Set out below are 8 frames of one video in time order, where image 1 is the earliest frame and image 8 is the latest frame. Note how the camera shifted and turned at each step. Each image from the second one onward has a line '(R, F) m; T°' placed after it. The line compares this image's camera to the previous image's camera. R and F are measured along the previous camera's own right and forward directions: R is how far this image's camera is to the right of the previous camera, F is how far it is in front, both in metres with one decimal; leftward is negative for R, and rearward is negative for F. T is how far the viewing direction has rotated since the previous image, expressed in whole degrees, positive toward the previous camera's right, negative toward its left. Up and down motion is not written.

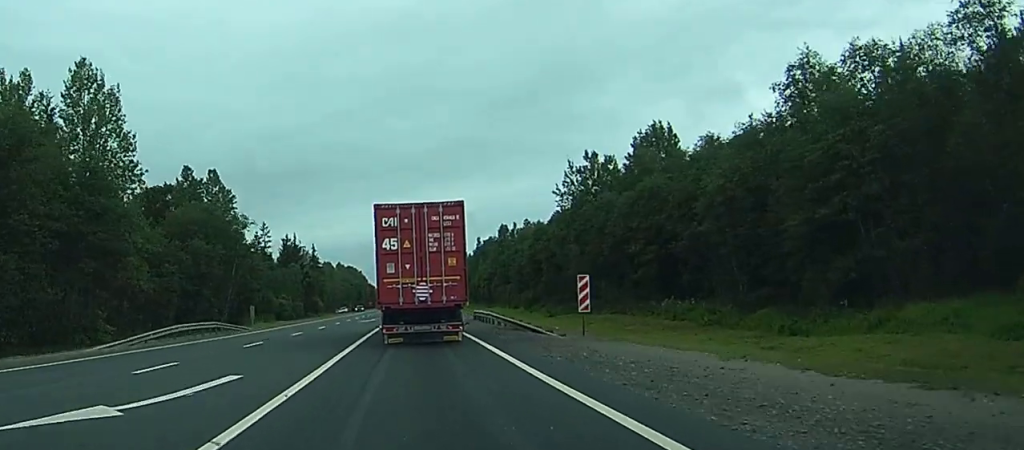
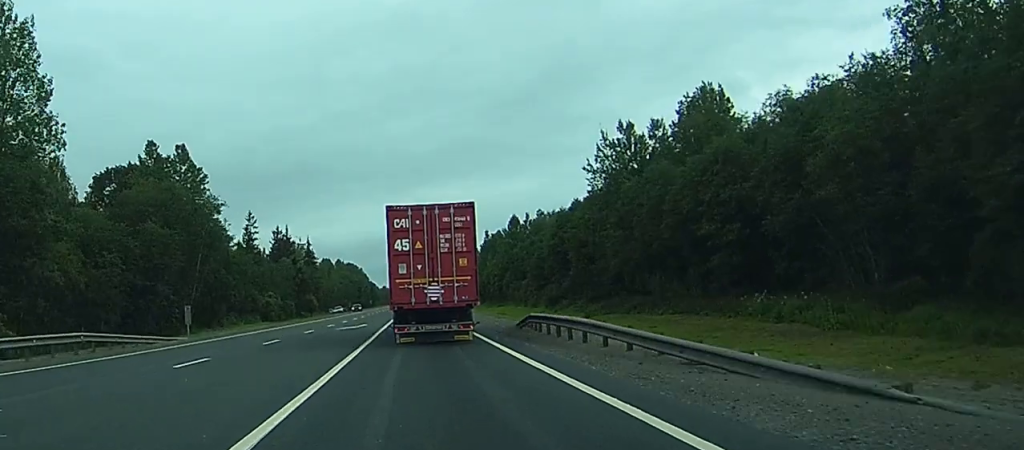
(-0.1, +21.3) m; 0°
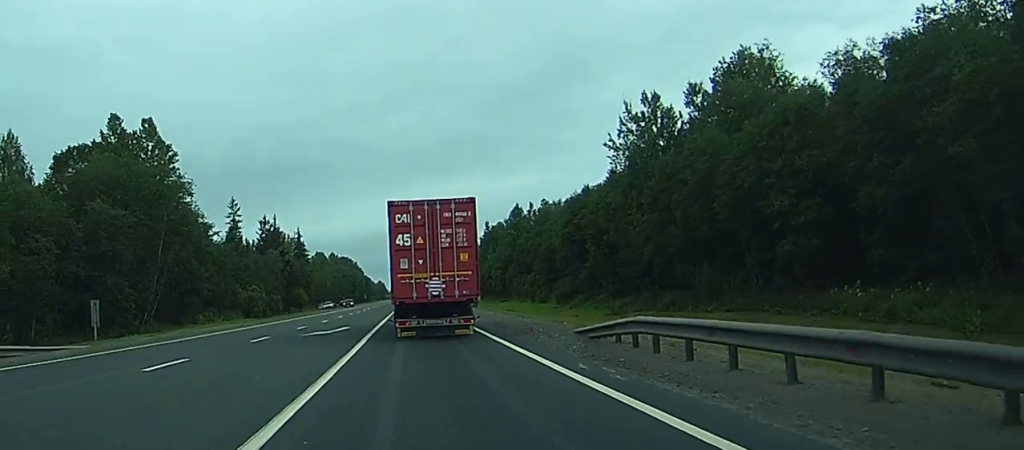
(0.0, +14.0) m; 0°
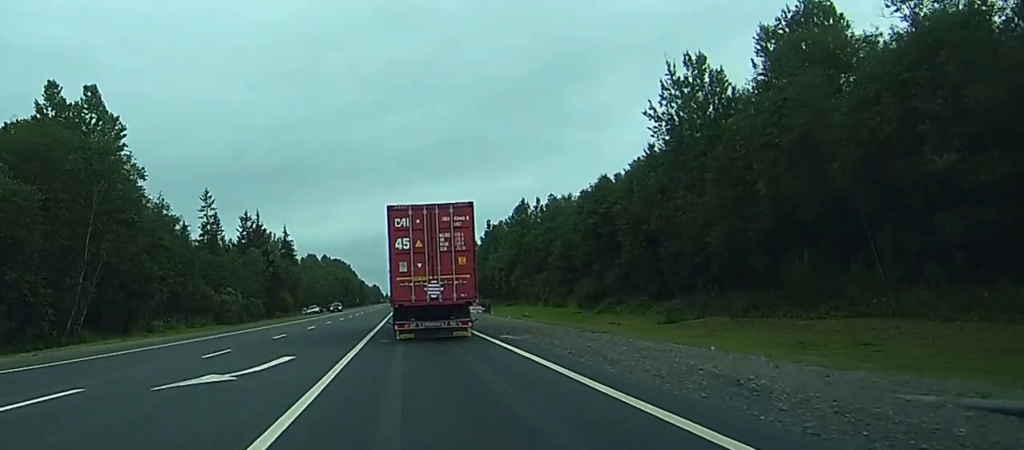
(+0.1, +18.5) m; 0°
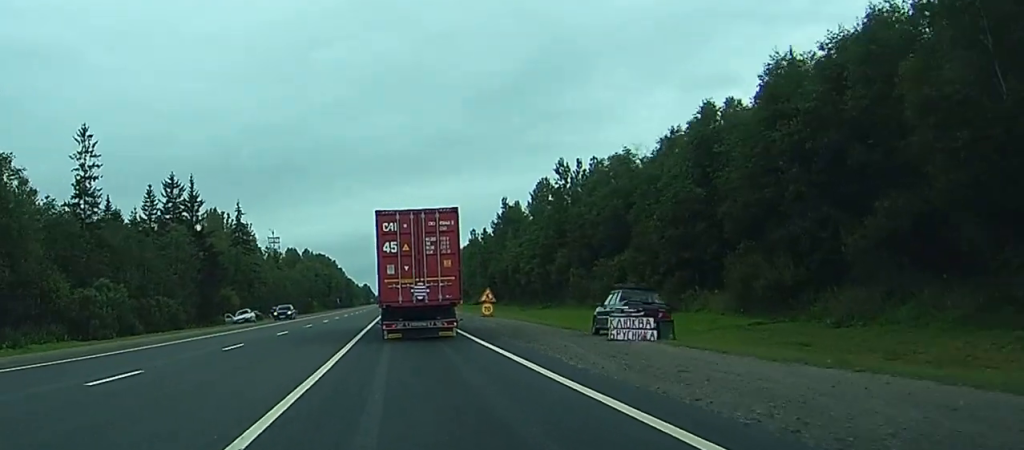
(+0.4, +54.7) m; +1°
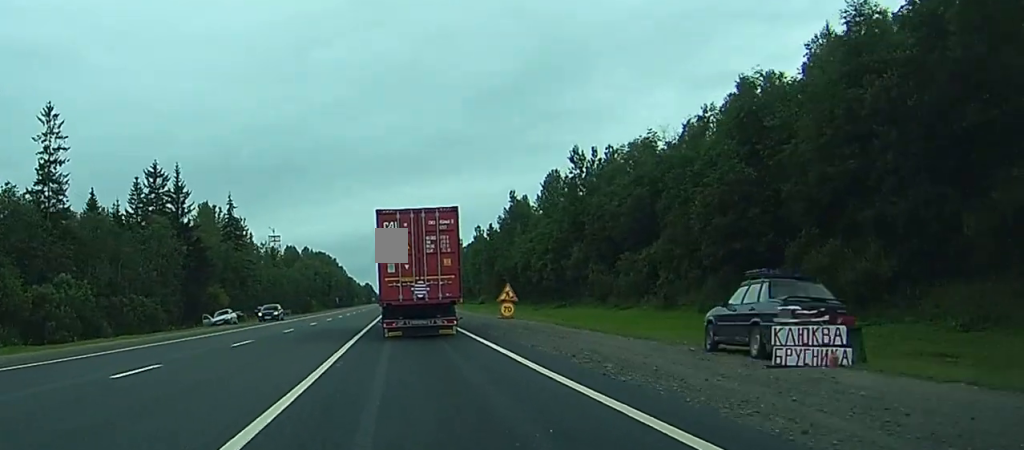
(+0.1, +10.4) m; 0°
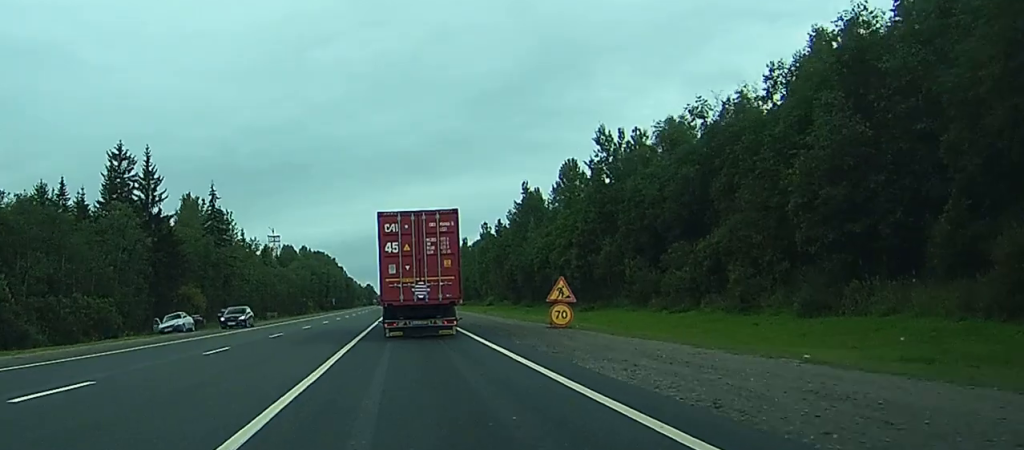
(0.0, +16.3) m; 0°
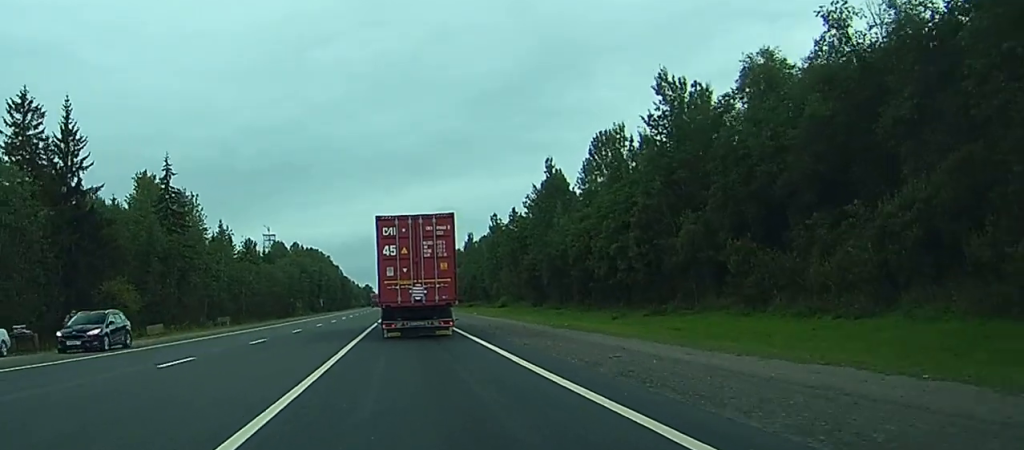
(0.0, +28.3) m; 0°
